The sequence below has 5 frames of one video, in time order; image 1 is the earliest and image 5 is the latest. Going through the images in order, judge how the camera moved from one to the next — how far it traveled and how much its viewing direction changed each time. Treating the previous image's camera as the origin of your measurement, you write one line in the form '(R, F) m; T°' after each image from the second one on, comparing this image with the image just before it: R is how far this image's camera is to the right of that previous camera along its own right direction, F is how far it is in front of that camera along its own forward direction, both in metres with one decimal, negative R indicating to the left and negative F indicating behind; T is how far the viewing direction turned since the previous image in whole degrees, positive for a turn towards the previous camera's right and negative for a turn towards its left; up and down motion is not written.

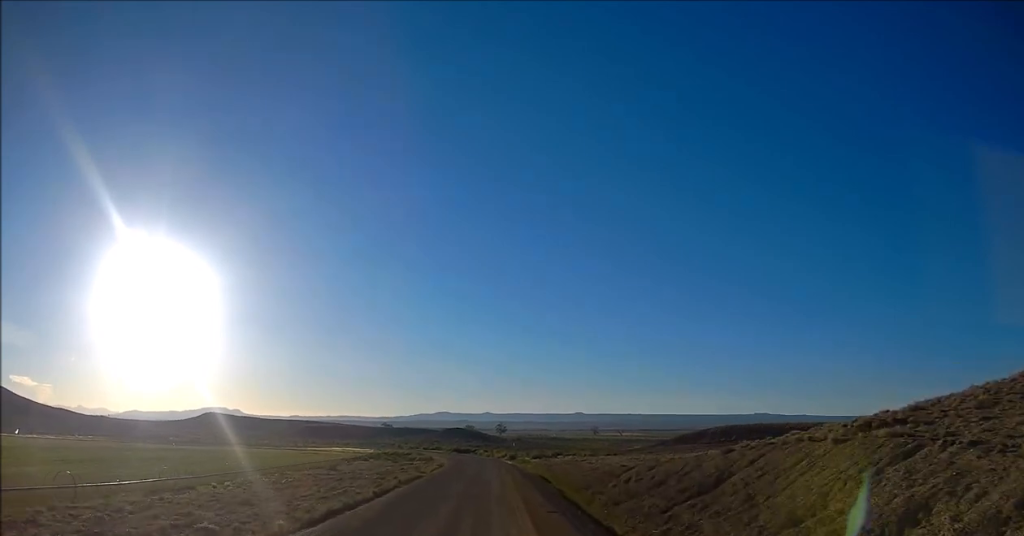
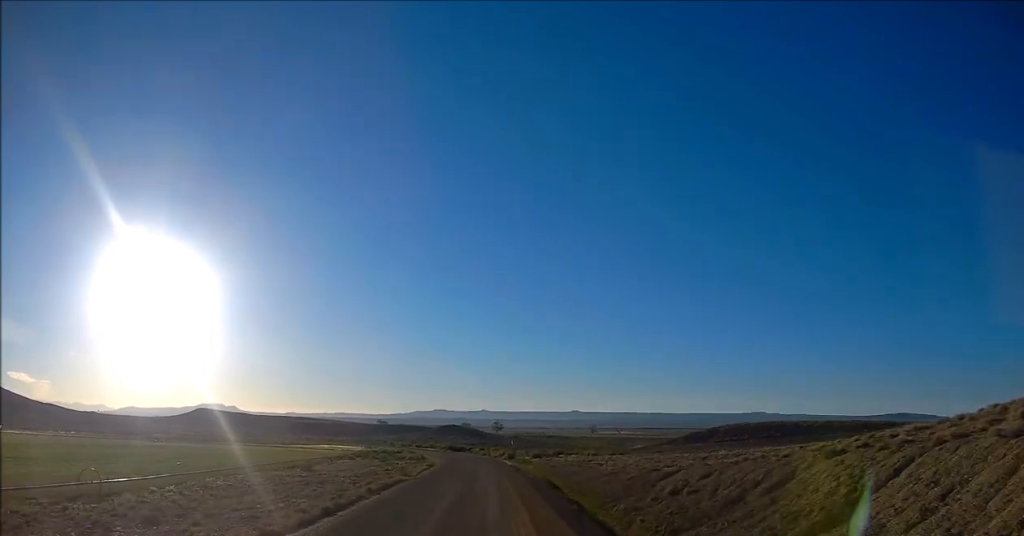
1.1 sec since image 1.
(-0.1, +9.2) m; -1°
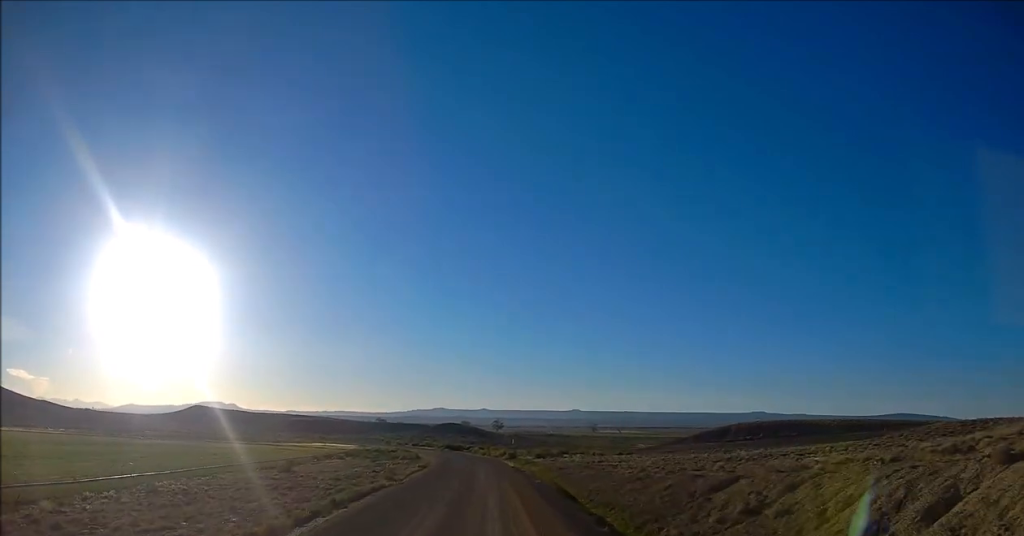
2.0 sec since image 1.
(-0.2, +7.7) m; -1°
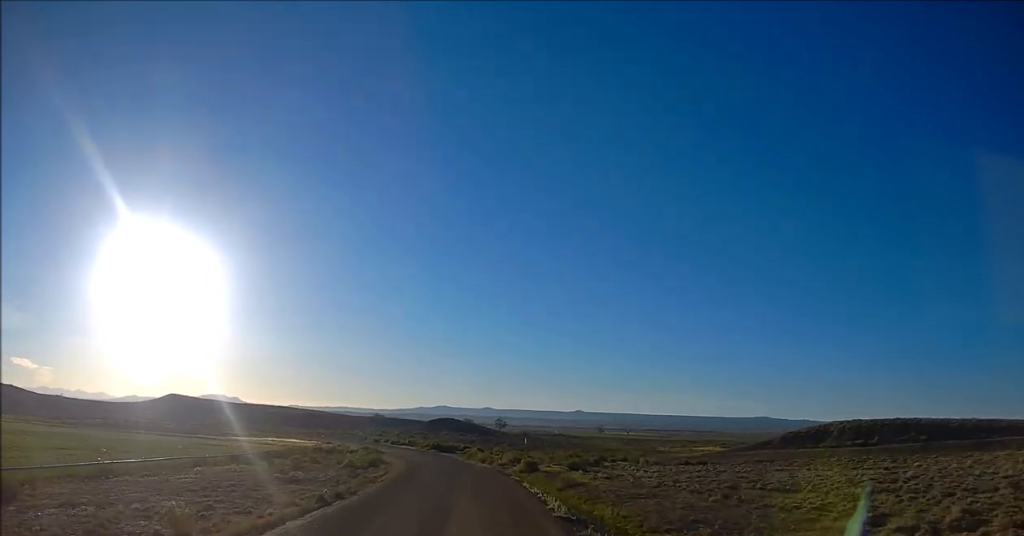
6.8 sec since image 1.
(+0.8, +39.2) m; +2°
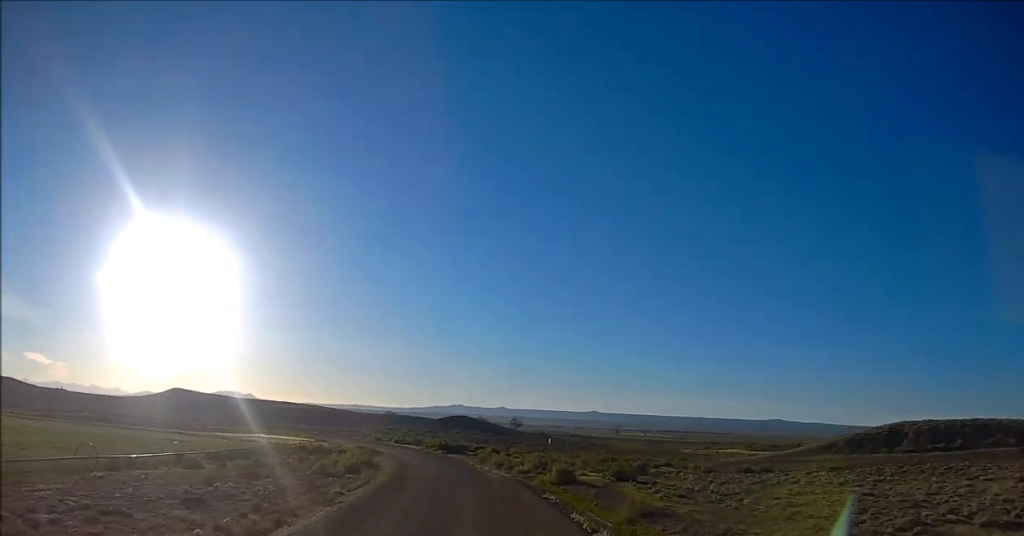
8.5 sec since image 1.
(-0.3, +15.0) m; -2°
